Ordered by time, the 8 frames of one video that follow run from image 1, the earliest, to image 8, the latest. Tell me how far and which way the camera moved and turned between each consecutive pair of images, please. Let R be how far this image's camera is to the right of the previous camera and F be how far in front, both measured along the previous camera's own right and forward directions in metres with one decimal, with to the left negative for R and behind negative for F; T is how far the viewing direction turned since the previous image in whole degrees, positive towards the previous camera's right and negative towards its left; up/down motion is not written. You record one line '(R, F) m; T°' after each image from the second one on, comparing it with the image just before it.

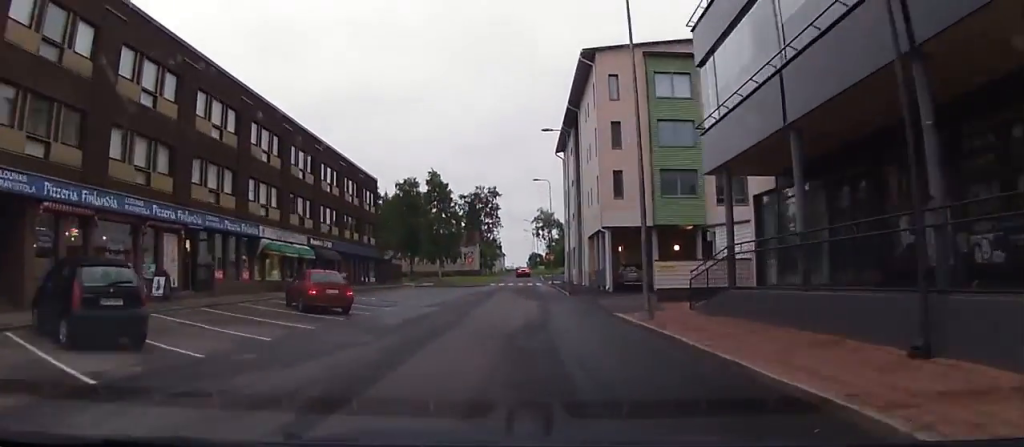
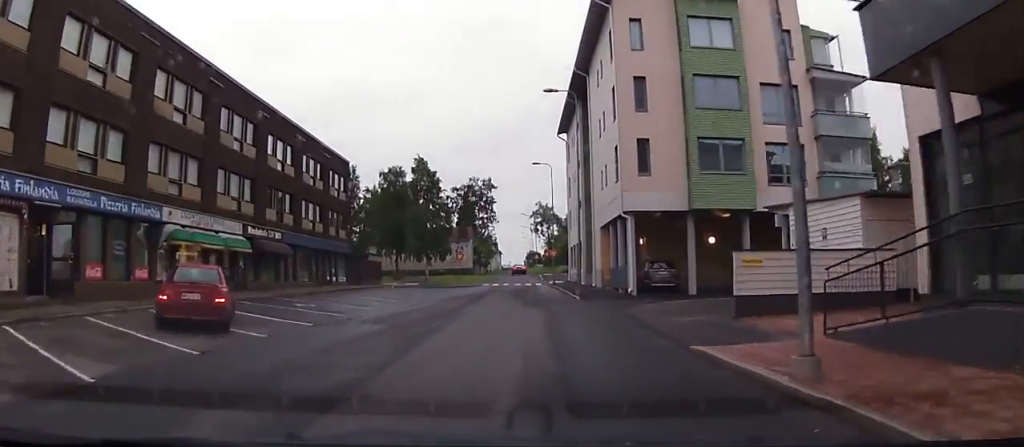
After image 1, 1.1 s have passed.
(-0.2, +9.1) m; -2°
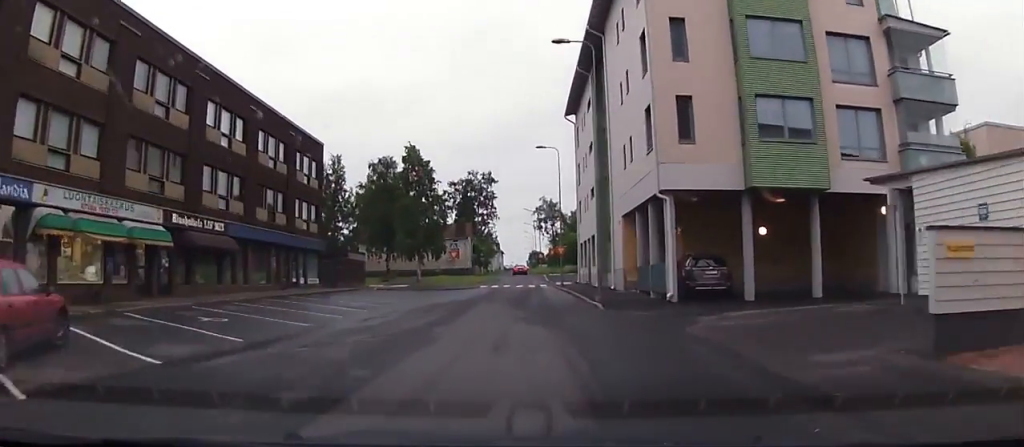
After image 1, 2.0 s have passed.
(0.0, +7.6) m; -2°
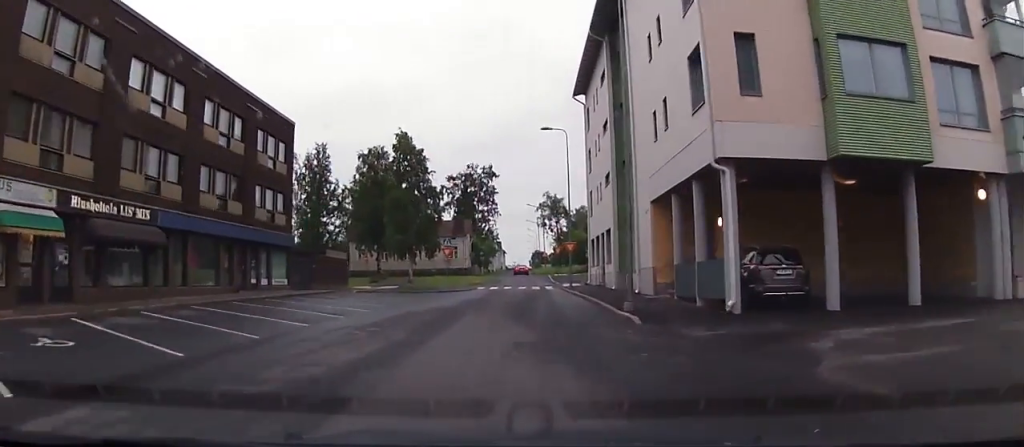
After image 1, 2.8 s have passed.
(-0.3, +5.8) m; 0°
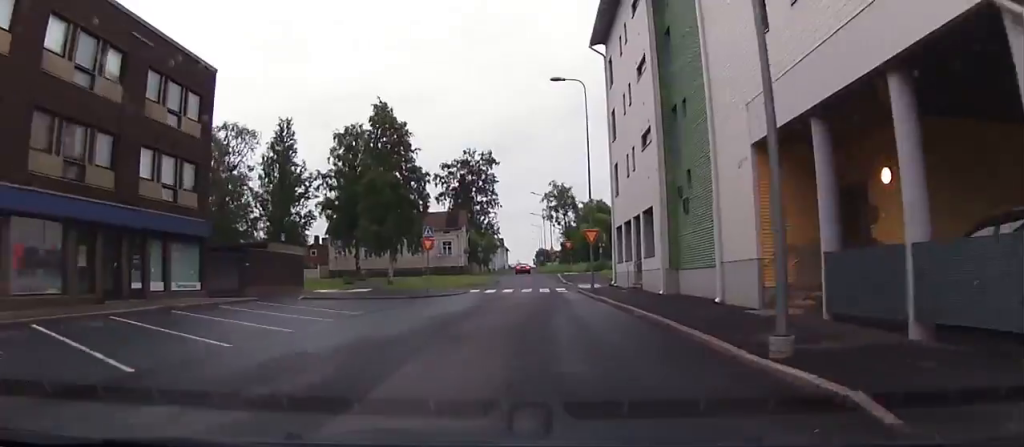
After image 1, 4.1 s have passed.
(-0.3, +10.2) m; 0°
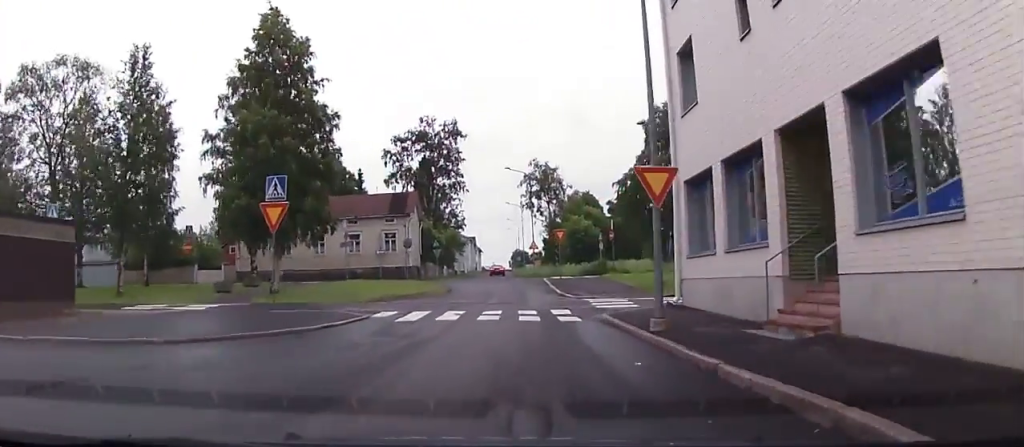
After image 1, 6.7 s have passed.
(+0.9, +17.5) m; +3°
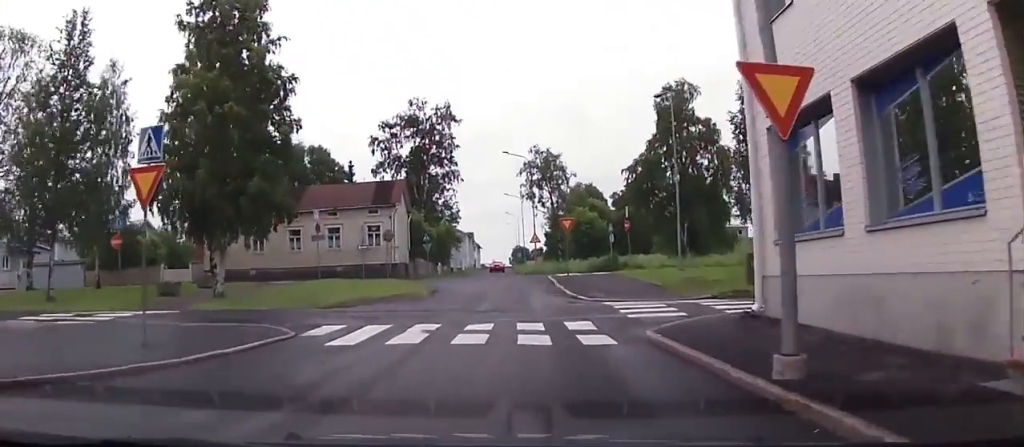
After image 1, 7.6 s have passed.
(+0.2, +5.5) m; 0°
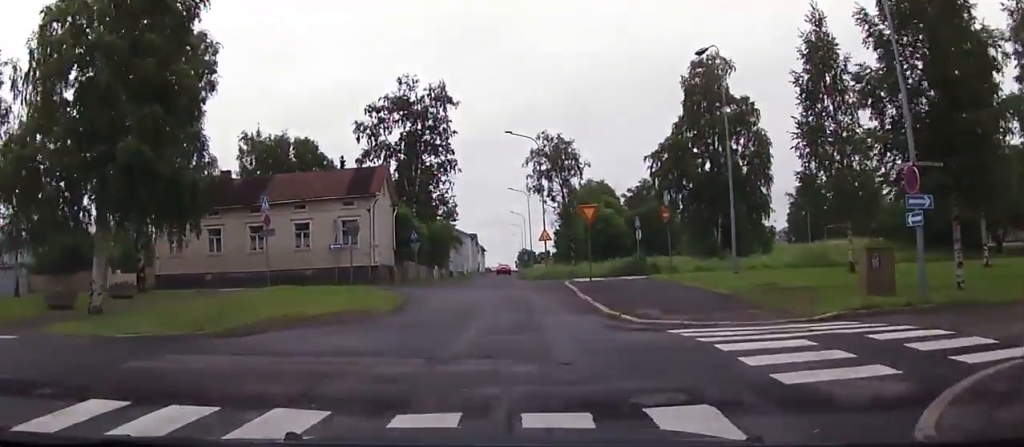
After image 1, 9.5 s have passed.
(-0.3, +9.2) m; 0°
